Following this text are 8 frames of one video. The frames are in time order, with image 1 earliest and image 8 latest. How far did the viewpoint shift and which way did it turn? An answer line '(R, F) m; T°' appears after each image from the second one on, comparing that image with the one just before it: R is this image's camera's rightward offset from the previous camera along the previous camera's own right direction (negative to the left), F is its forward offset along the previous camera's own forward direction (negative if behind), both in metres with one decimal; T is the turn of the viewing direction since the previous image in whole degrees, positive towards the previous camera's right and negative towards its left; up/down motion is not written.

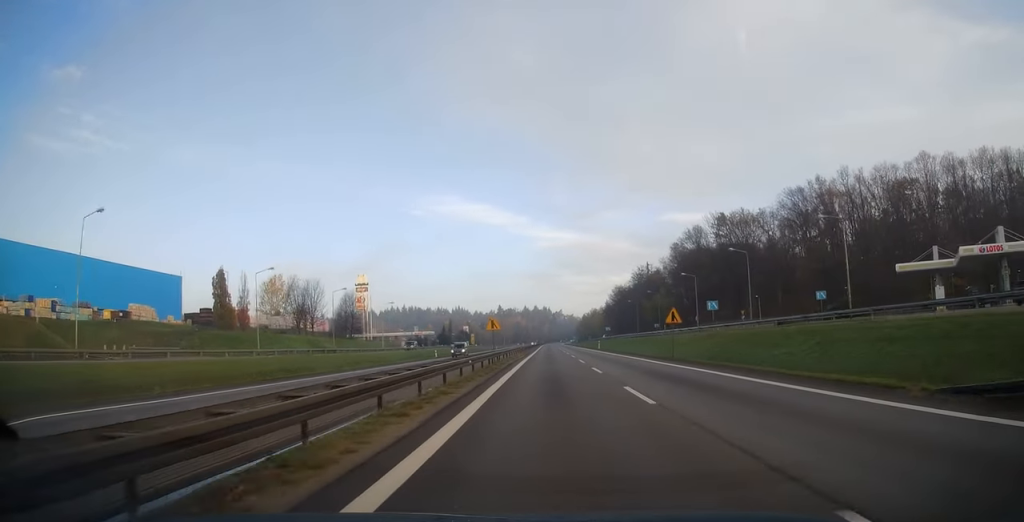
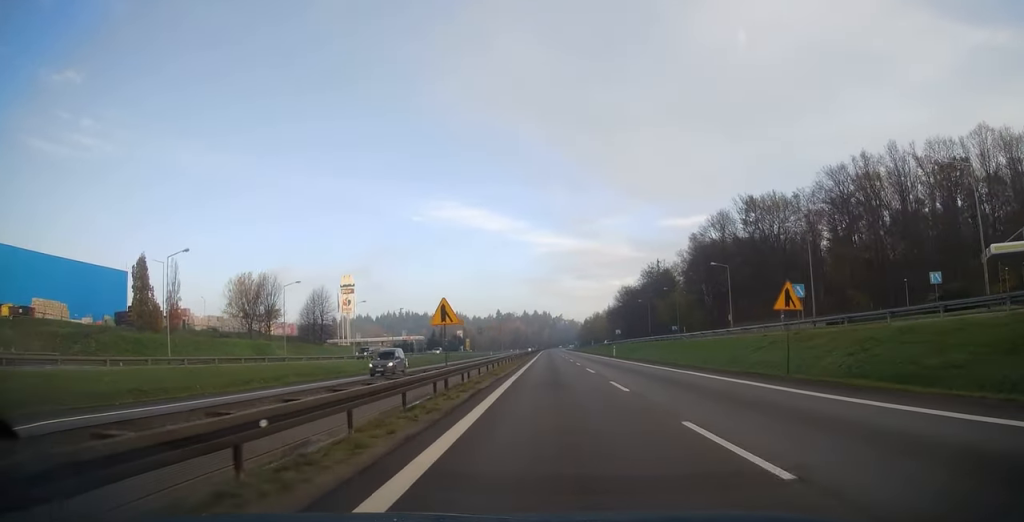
(0.0, +18.1) m; 0°
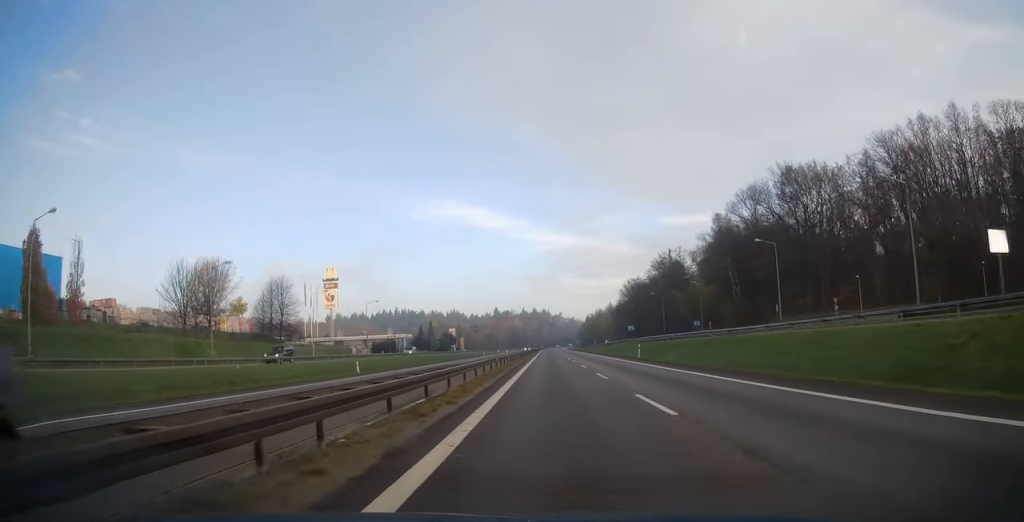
(0.0, +17.5) m; 0°
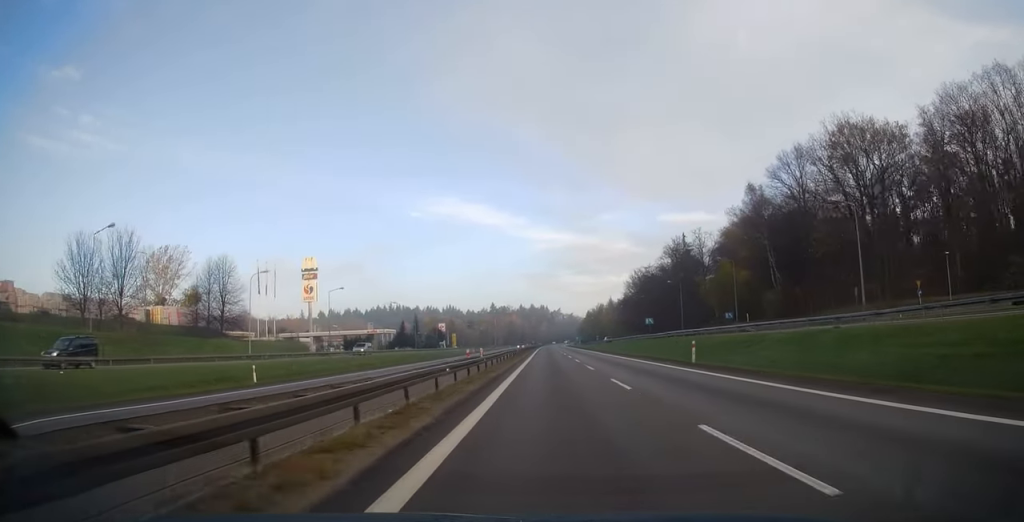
(0.0, +18.0) m; 0°
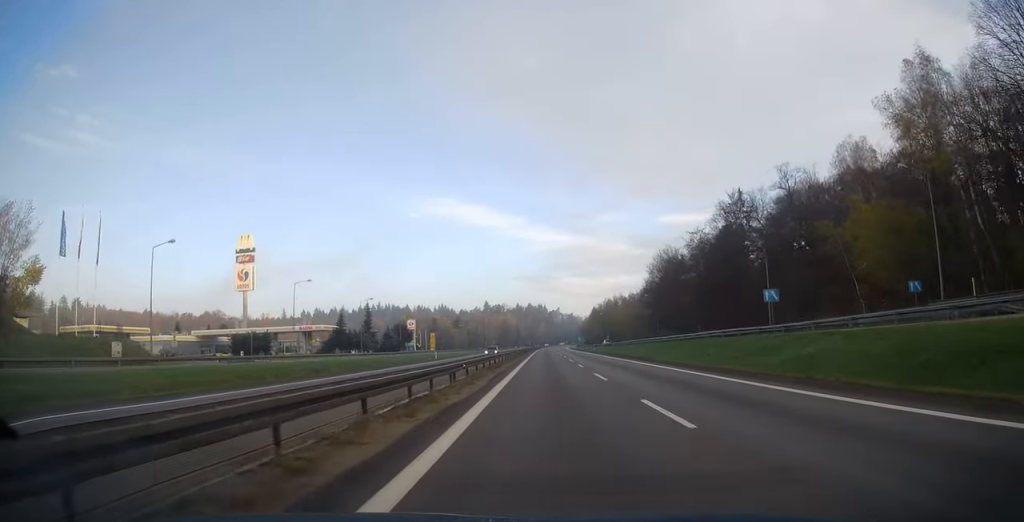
(+0.1, +42.7) m; 0°
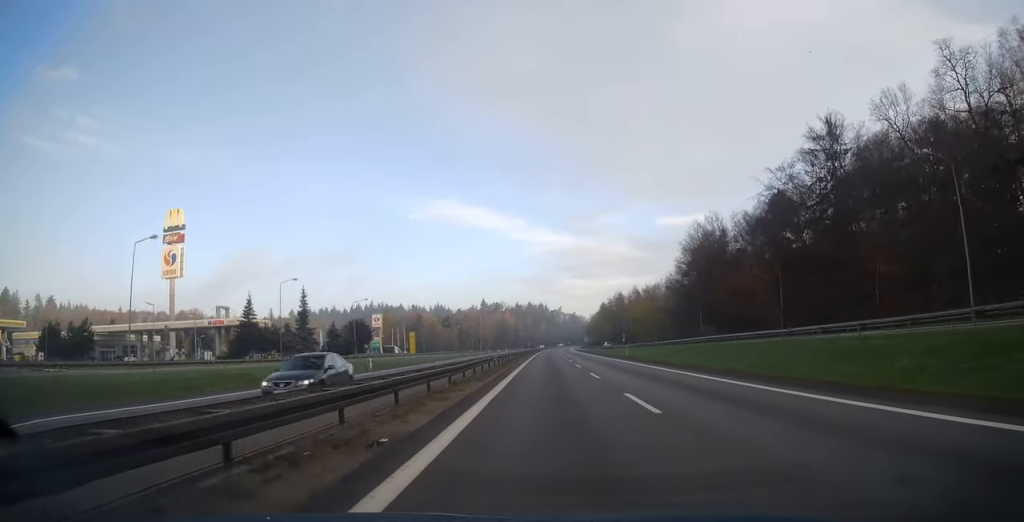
(+0.1, +33.2) m; 0°
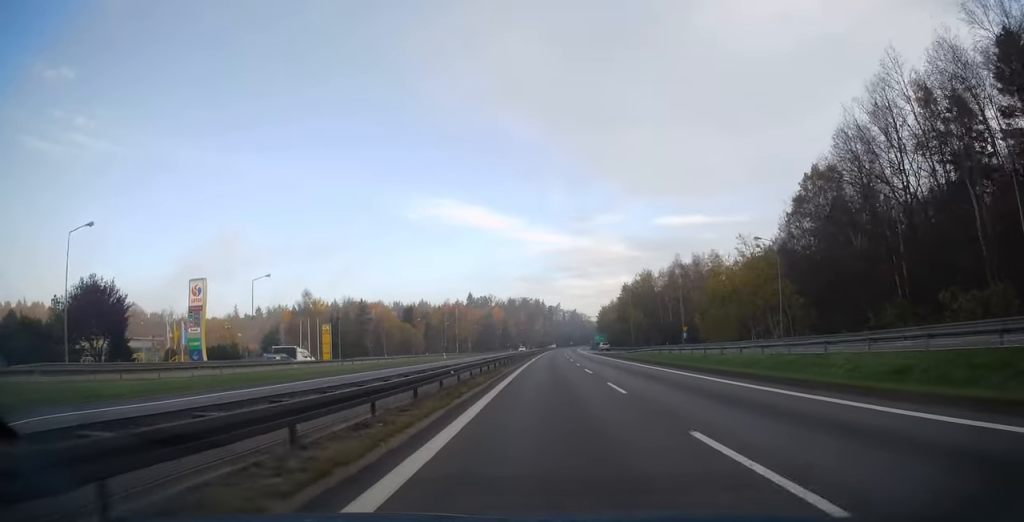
(+0.2, +66.2) m; 0°
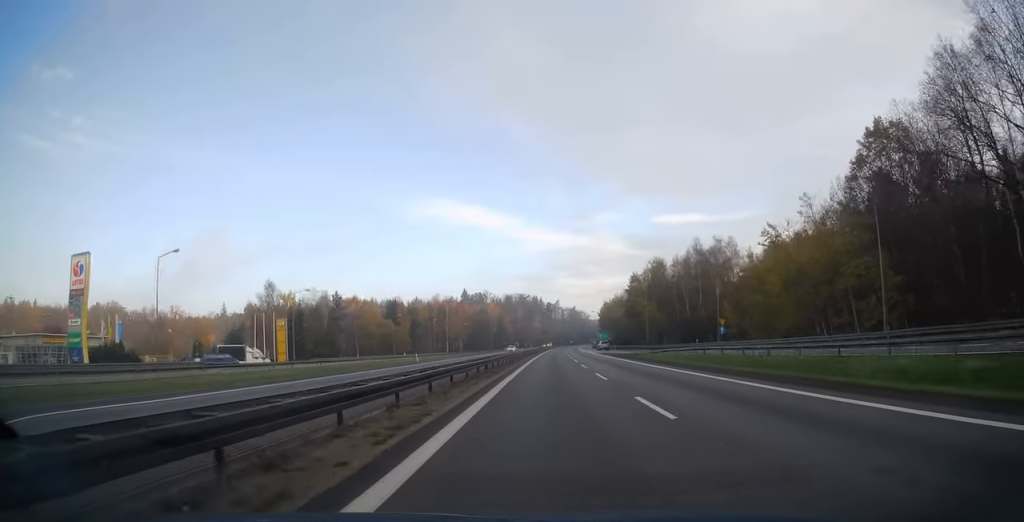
(0.0, +18.0) m; 0°
